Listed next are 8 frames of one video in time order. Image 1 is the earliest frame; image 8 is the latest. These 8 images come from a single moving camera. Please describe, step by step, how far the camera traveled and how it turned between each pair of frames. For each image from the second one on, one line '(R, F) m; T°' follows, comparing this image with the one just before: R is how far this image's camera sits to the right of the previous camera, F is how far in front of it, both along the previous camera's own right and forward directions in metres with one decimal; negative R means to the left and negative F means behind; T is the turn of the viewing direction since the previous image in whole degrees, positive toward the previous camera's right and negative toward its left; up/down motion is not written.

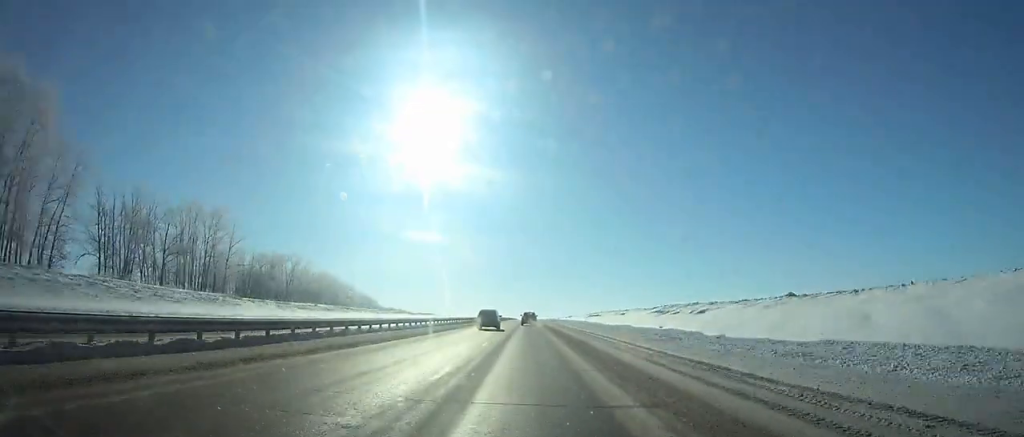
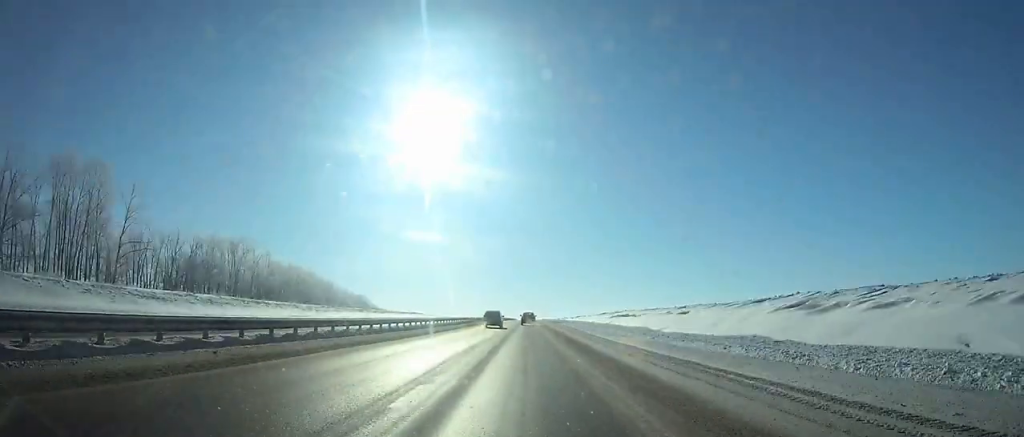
(0.0, +39.6) m; 0°
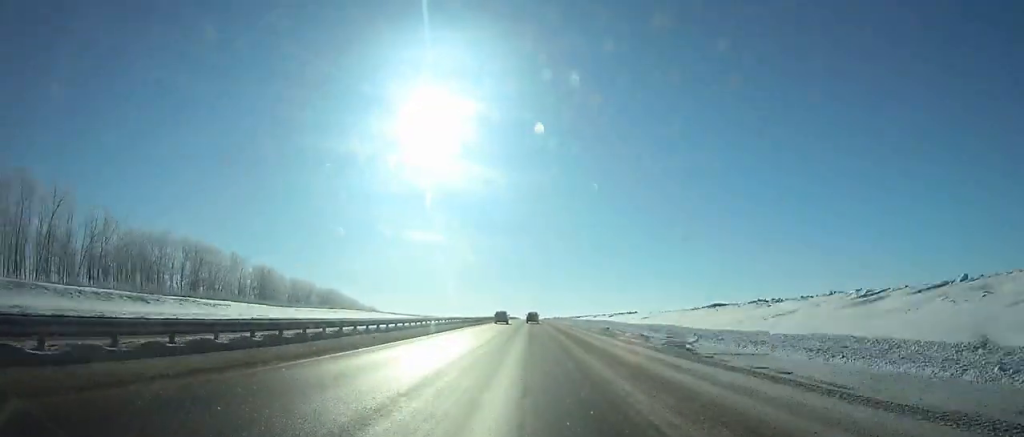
(-0.2, +93.1) m; 0°
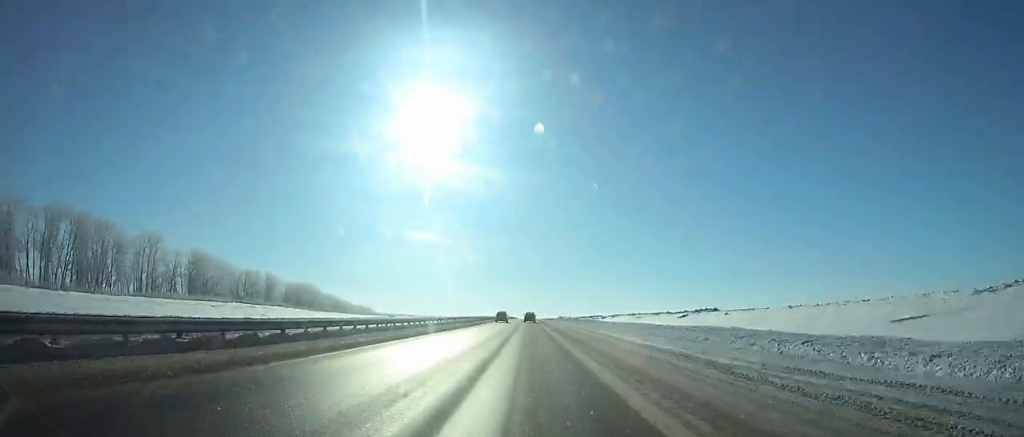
(-0.1, +59.0) m; 0°
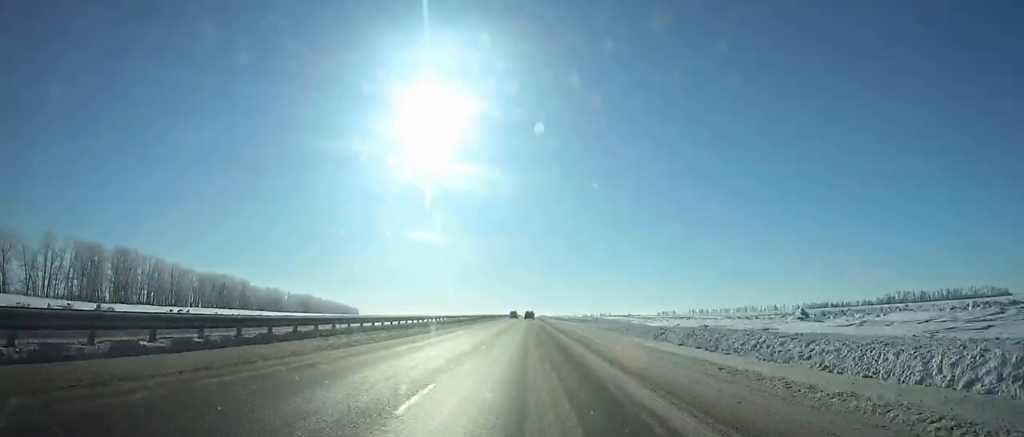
(-0.2, +218.5) m; 0°
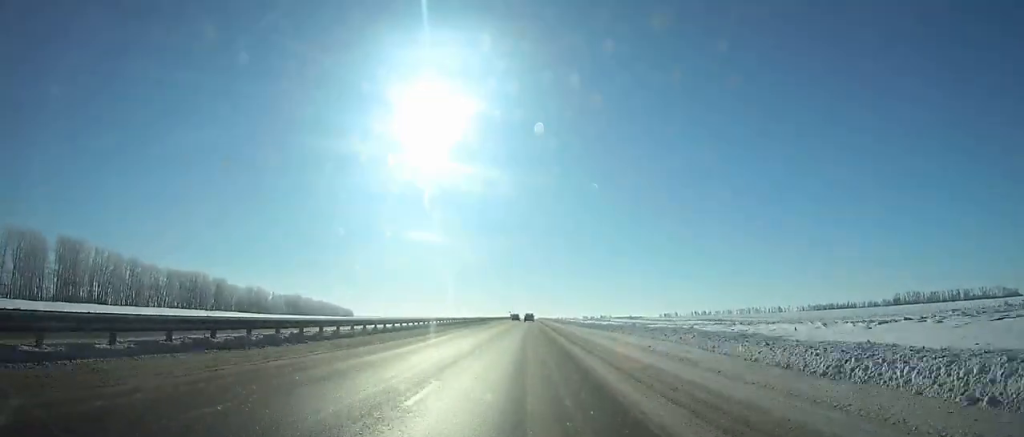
(+0.1, +35.3) m; 0°
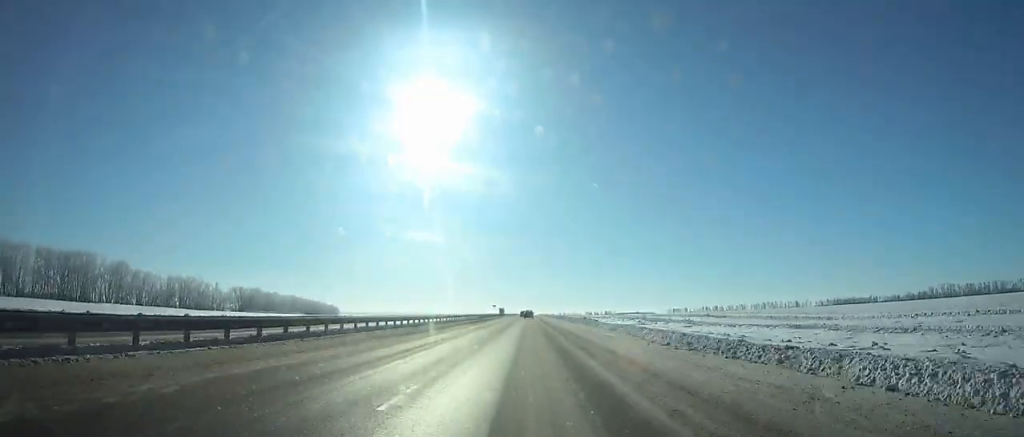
(+0.3, +108.8) m; 0°
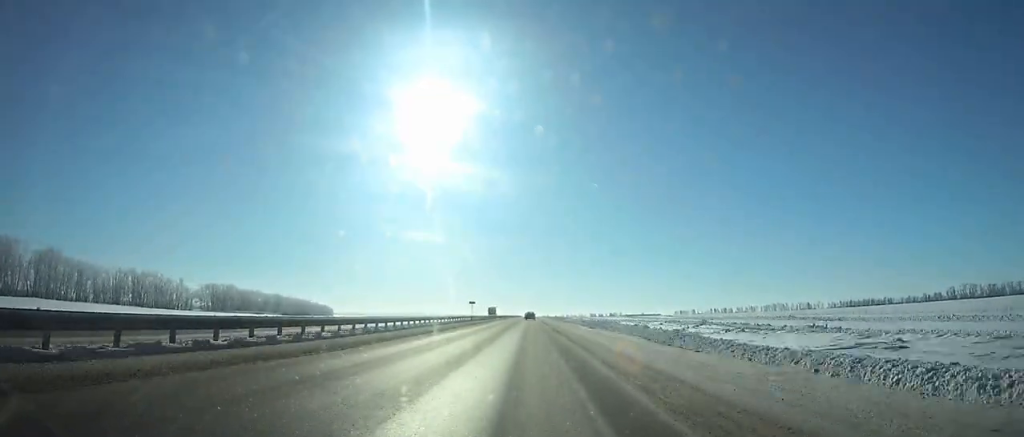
(0.0, +54.7) m; 0°
